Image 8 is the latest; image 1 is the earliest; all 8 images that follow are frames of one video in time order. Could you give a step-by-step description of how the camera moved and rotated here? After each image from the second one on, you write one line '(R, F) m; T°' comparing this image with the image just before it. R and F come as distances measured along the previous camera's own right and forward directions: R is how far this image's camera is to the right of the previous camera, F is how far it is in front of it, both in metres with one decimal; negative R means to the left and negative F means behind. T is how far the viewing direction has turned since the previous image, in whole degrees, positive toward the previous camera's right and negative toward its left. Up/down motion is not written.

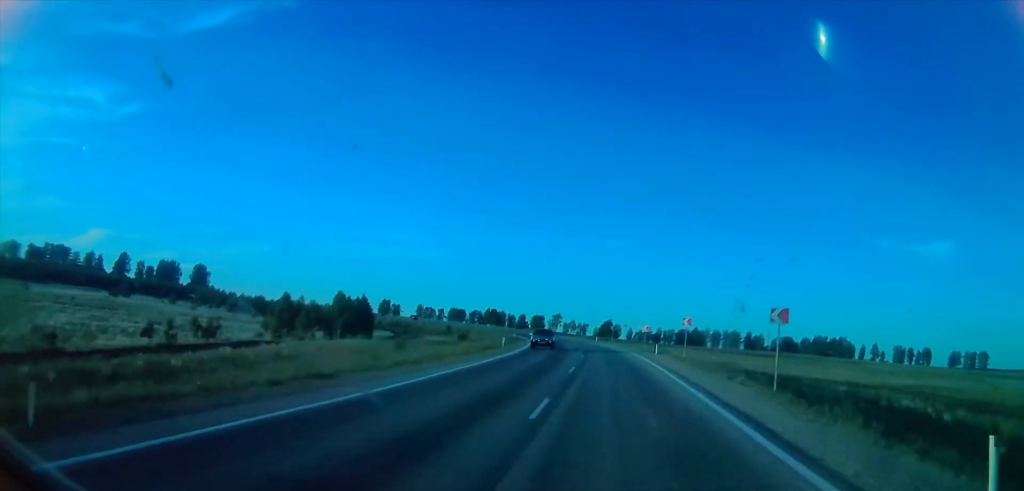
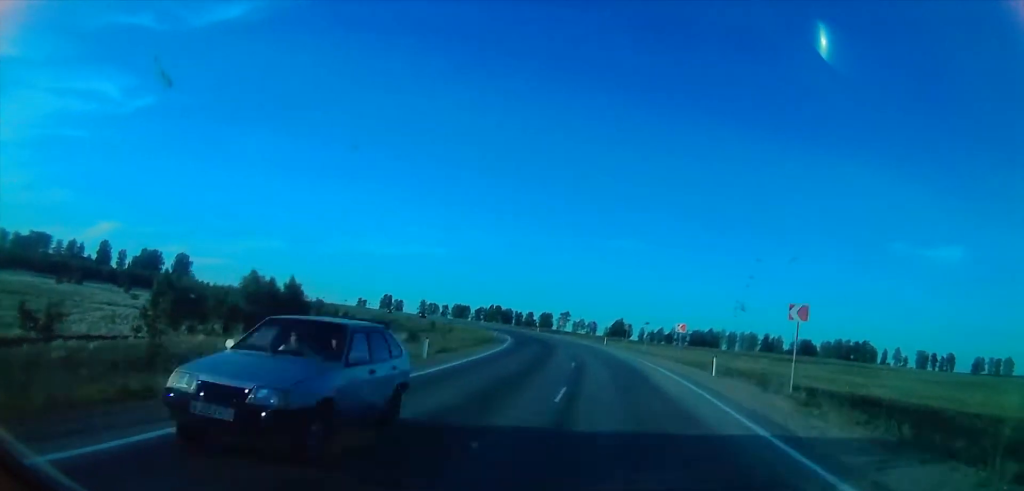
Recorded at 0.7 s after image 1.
(-0.2, +20.9) m; -1°
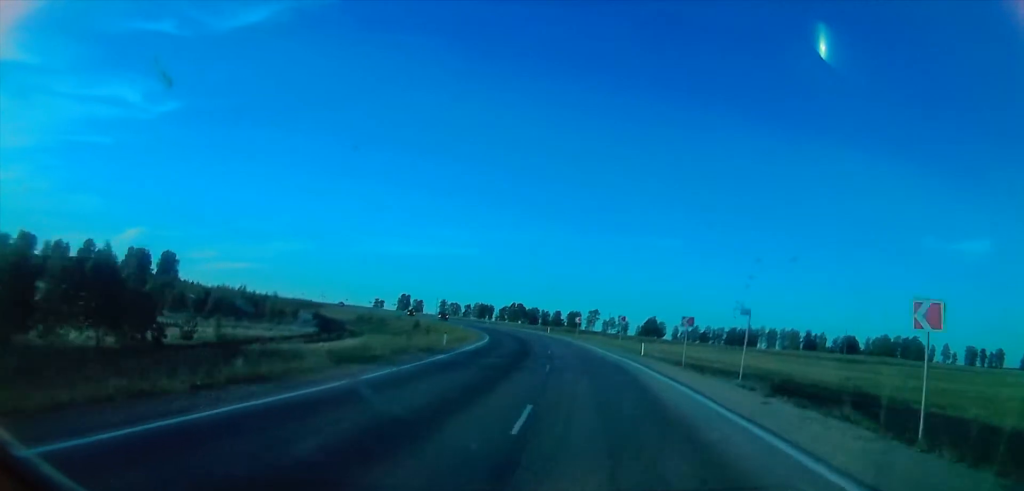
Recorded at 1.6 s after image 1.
(-0.3, +27.5) m; -2°
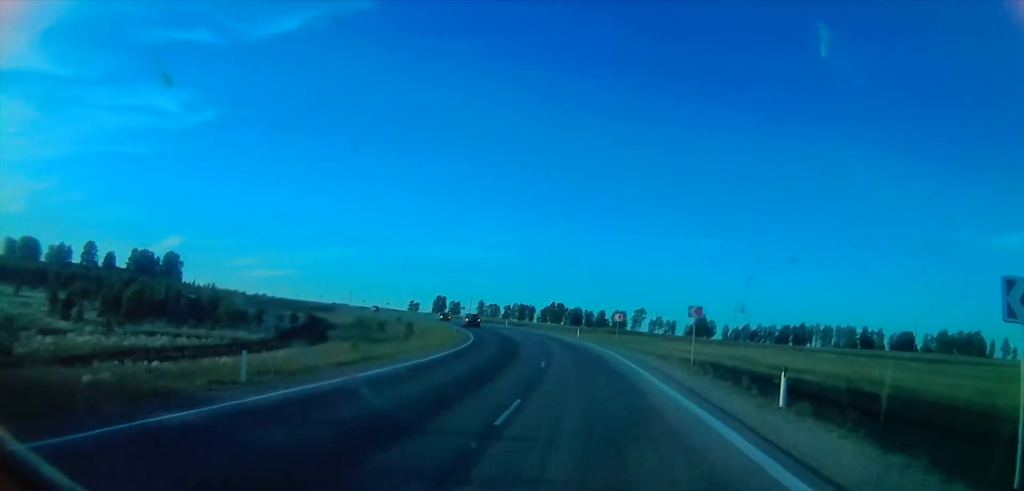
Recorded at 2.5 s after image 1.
(-0.2, +23.8) m; -3°
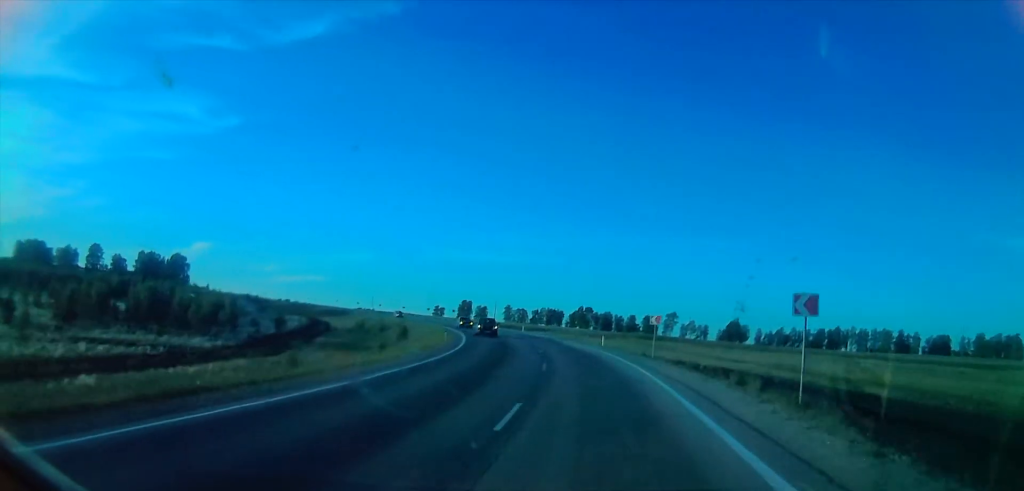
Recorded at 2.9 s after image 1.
(-0.4, +12.7) m; -2°
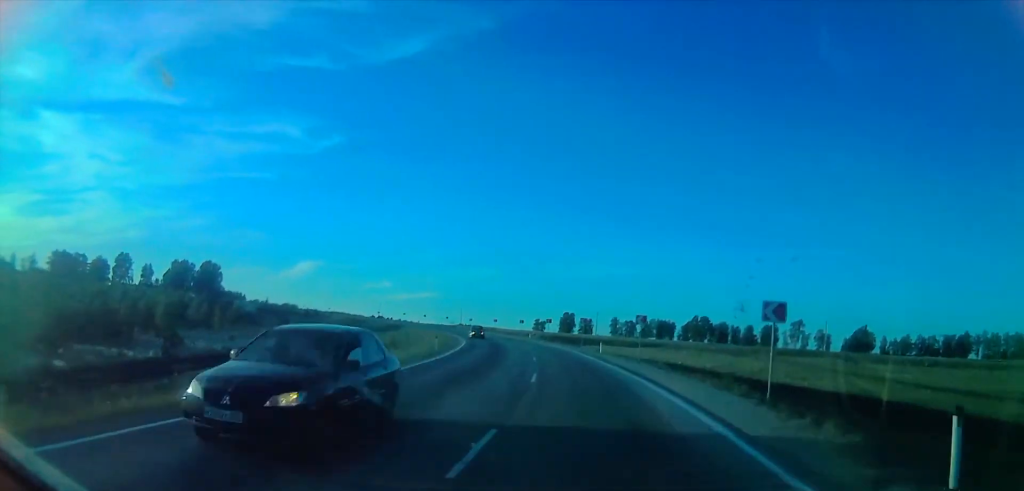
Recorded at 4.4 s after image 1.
(-2.4, +38.0) m; -9°
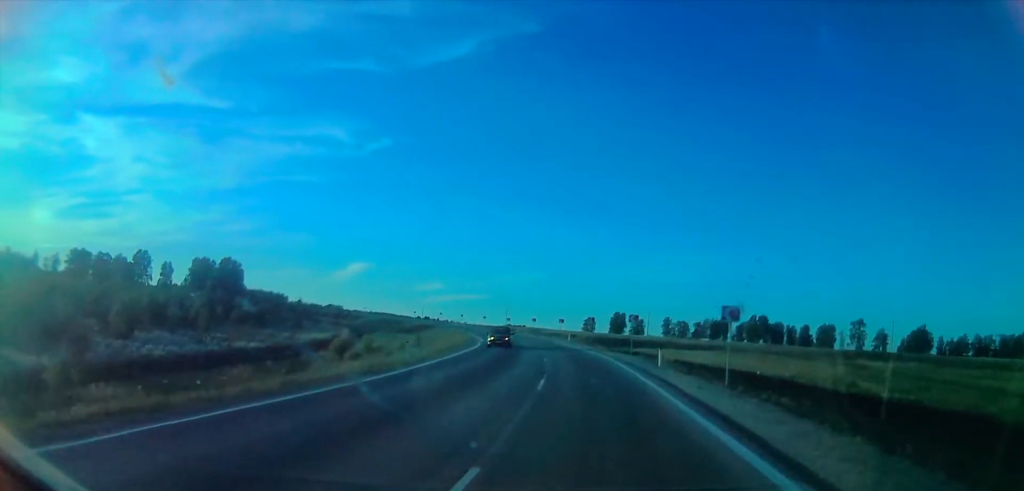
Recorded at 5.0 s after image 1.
(-1.0, +14.4) m; -4°
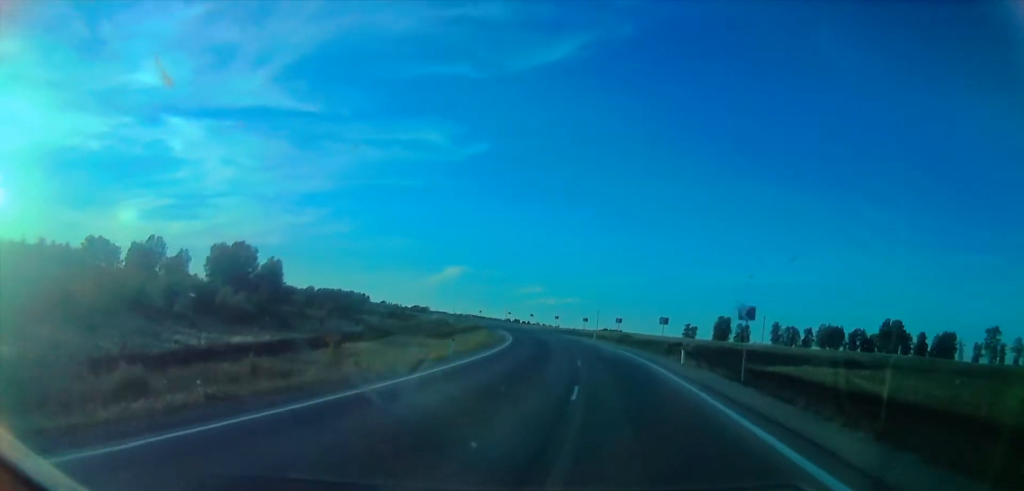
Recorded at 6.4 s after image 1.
(-2.6, +36.8) m; -9°
